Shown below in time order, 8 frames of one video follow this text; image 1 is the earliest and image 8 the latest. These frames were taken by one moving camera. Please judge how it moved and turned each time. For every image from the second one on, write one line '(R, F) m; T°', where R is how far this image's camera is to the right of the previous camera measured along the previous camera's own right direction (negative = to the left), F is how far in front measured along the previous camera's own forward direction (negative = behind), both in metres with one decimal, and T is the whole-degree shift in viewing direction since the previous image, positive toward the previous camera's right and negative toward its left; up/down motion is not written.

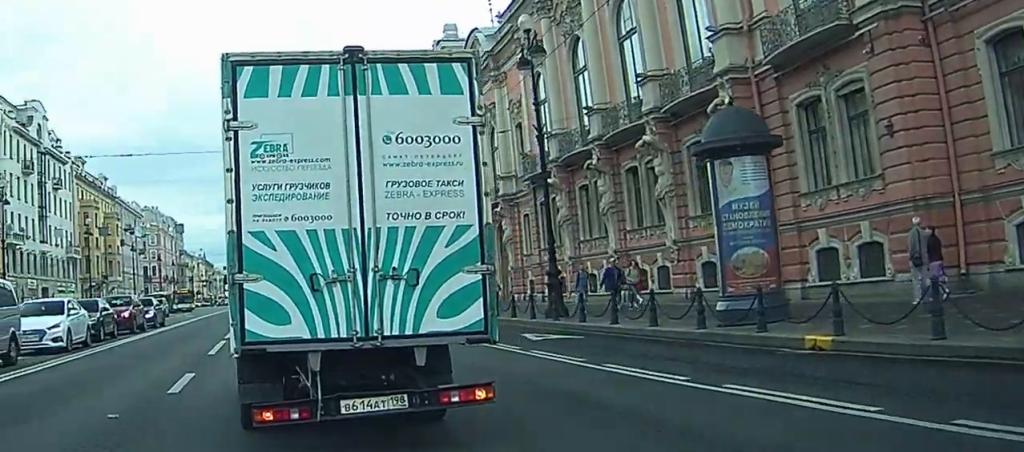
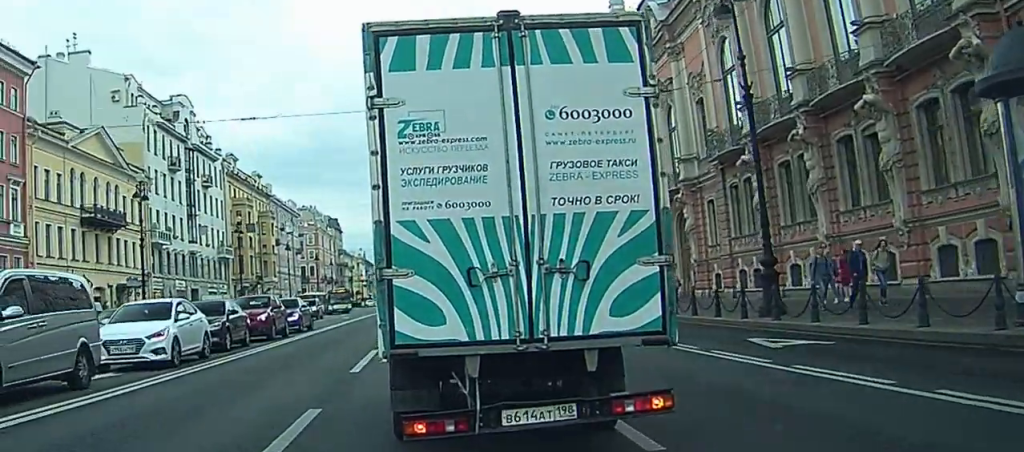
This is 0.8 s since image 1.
(-0.8, +3.9) m; -16°
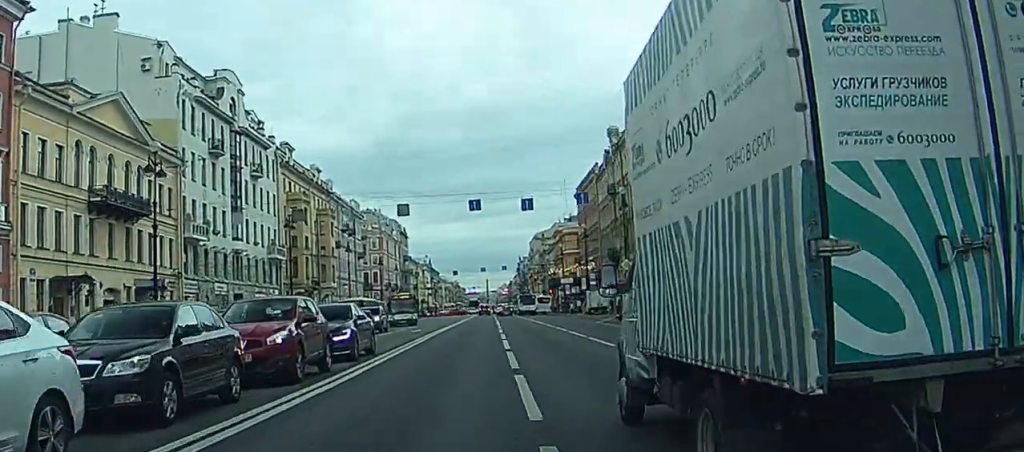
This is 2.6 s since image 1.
(-0.9, +11.9) m; 0°
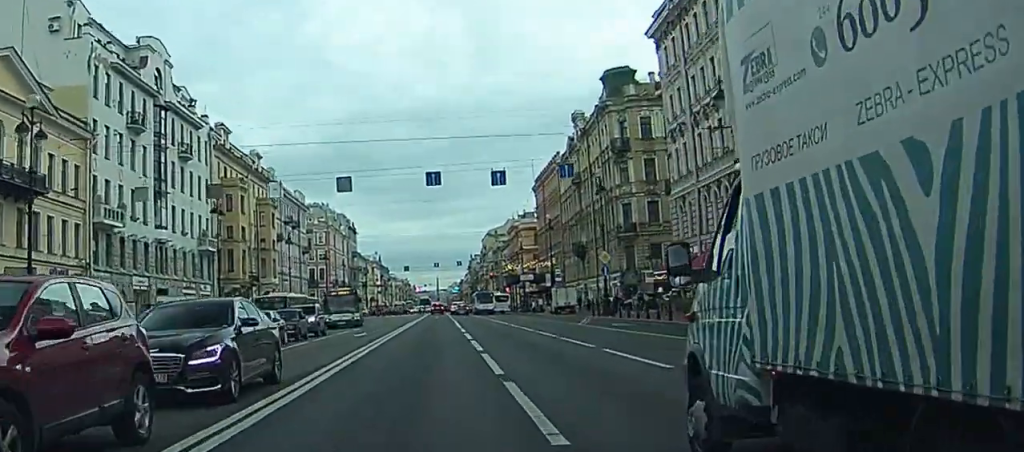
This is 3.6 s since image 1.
(+0.6, +8.5) m; +2°
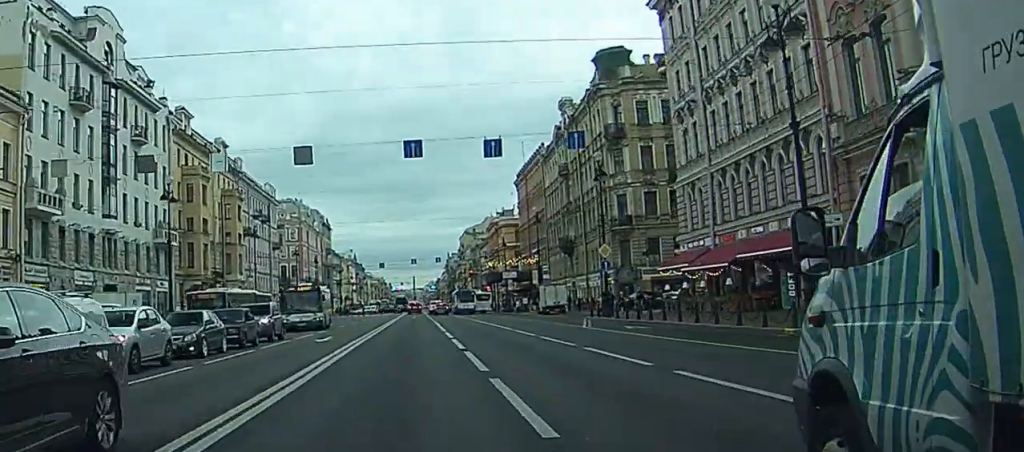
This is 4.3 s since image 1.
(-0.1, +6.7) m; -1°
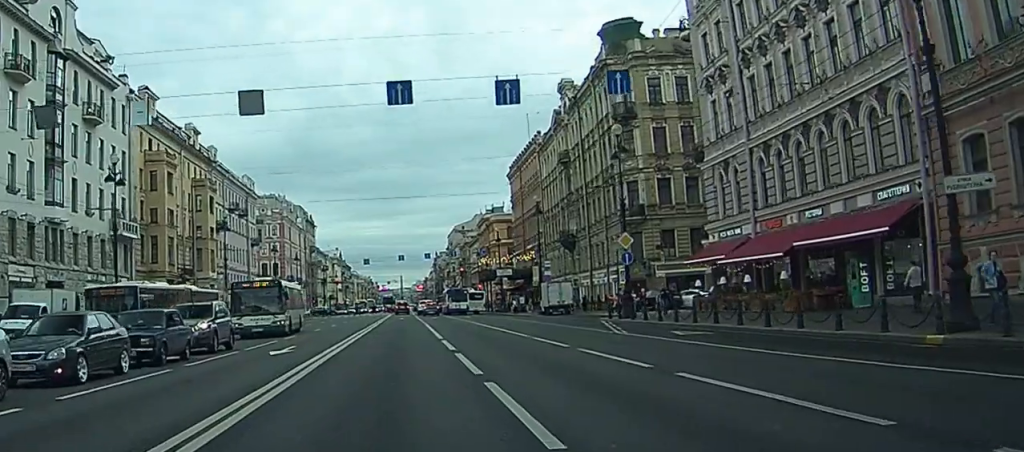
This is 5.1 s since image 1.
(-0.2, +7.9) m; -1°
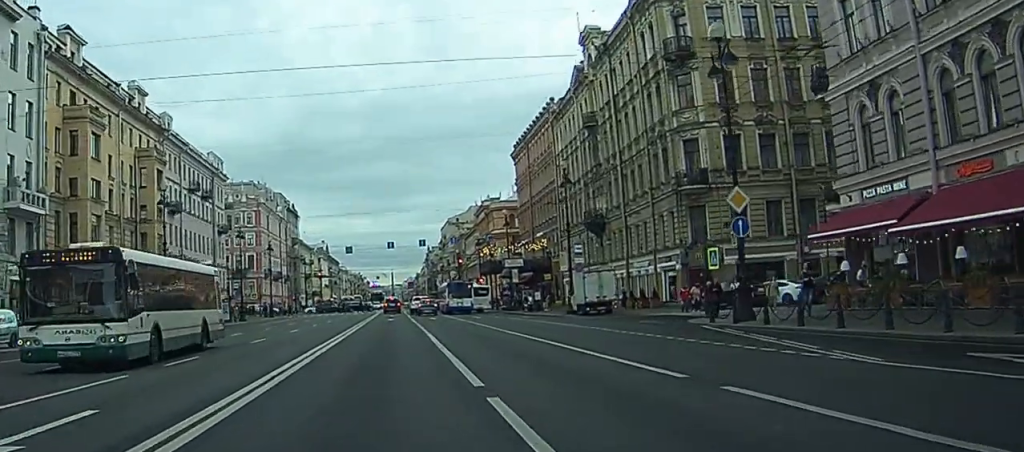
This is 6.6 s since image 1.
(+0.1, +17.2) m; 0°
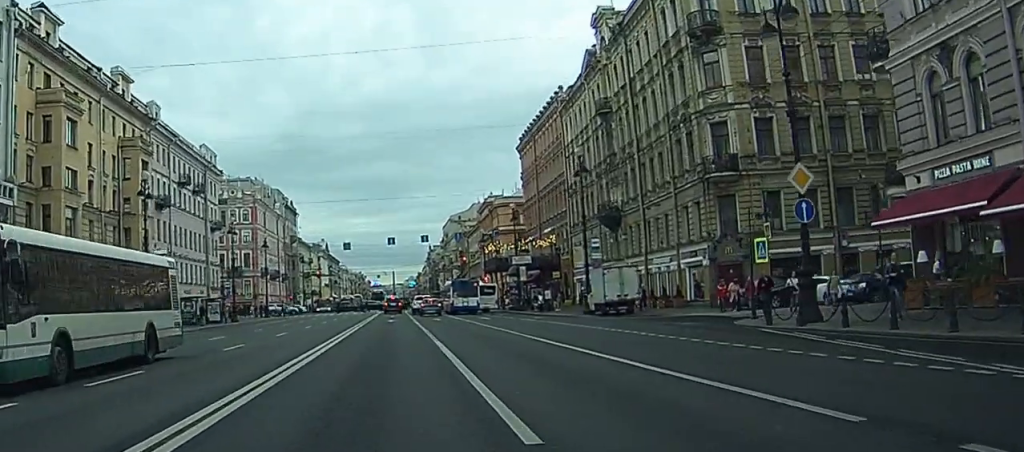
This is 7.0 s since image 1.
(0.0, +5.0) m; 0°
